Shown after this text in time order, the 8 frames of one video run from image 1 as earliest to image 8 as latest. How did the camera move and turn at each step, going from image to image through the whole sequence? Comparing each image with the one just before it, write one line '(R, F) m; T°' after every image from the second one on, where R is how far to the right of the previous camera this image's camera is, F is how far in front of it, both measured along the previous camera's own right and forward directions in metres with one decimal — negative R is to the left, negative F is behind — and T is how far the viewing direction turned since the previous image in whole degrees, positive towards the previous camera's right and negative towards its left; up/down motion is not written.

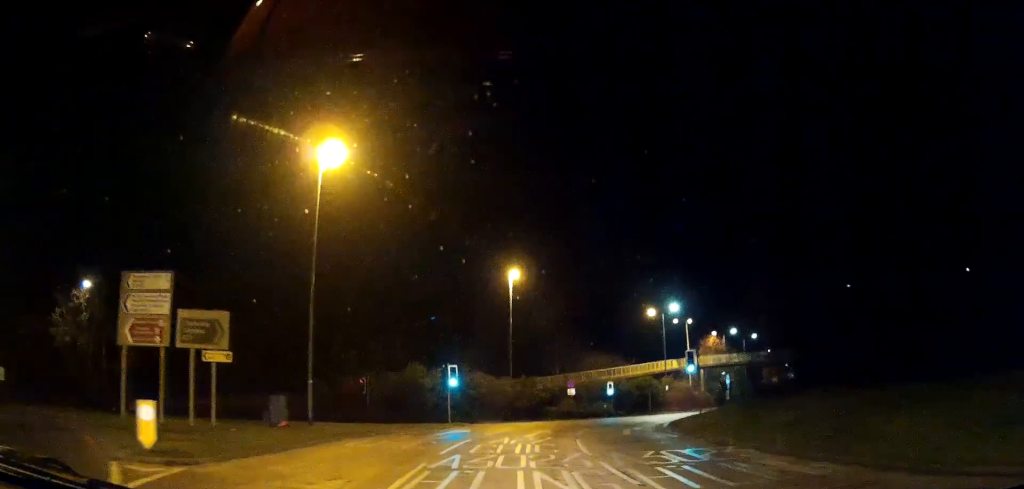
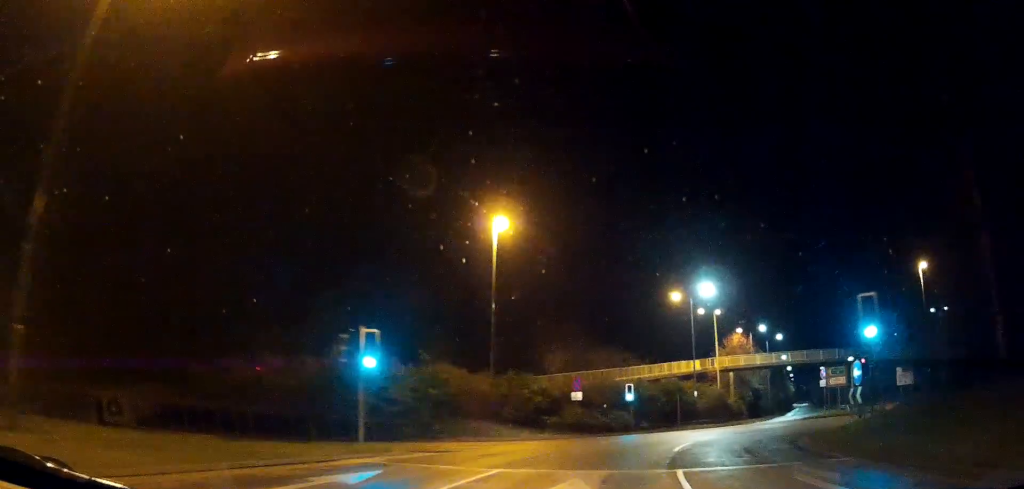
(+0.7, +17.7) m; +2°
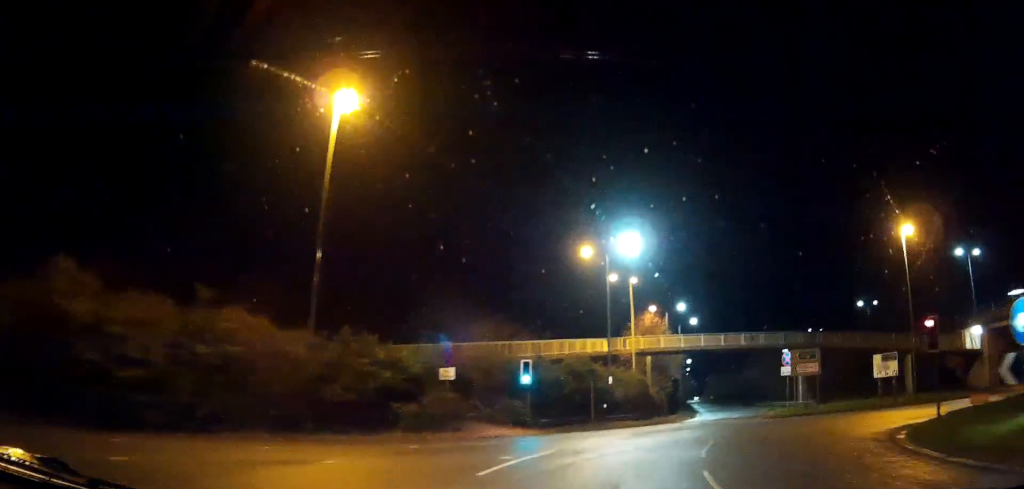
(+0.7, +14.9) m; +9°
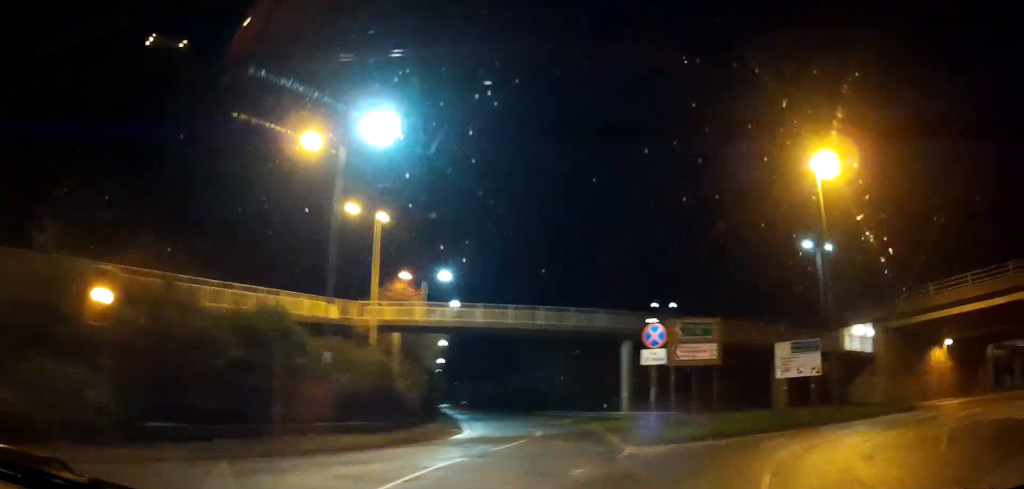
(+3.6, +18.6) m; +25°
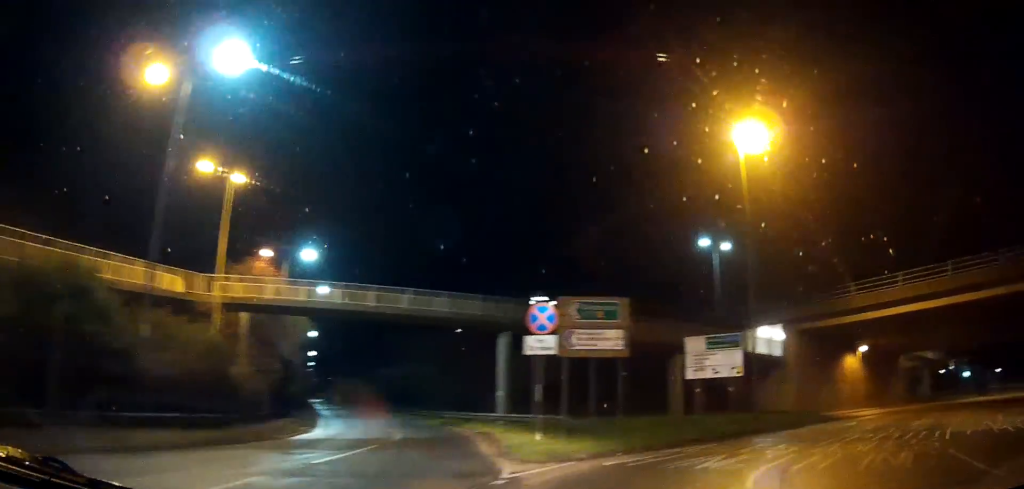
(0.0, +5.1) m; +8°
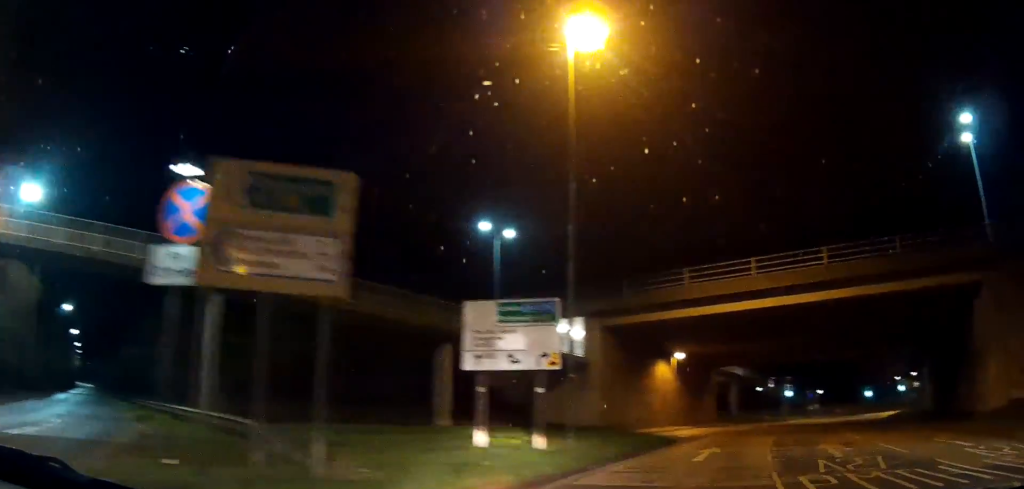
(+1.7, +9.6) m; +19°
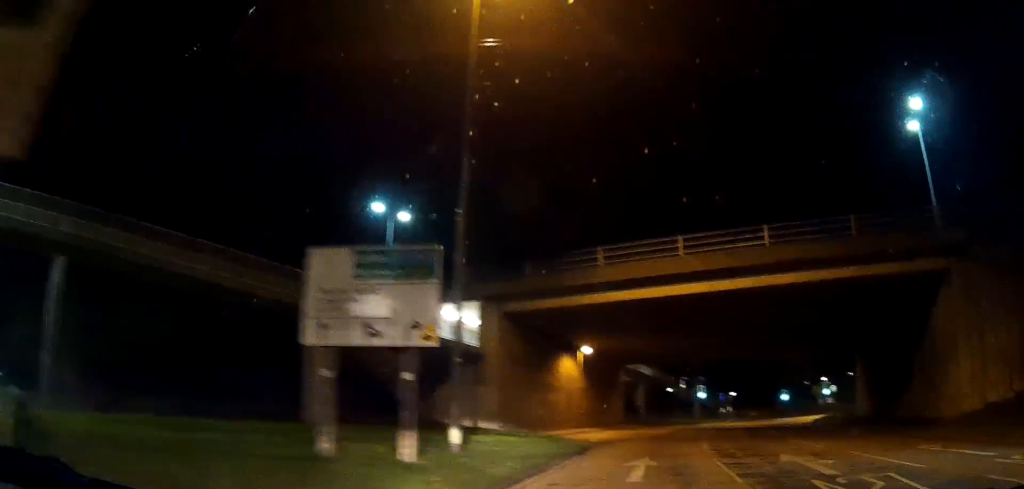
(+0.6, +4.2) m; +7°
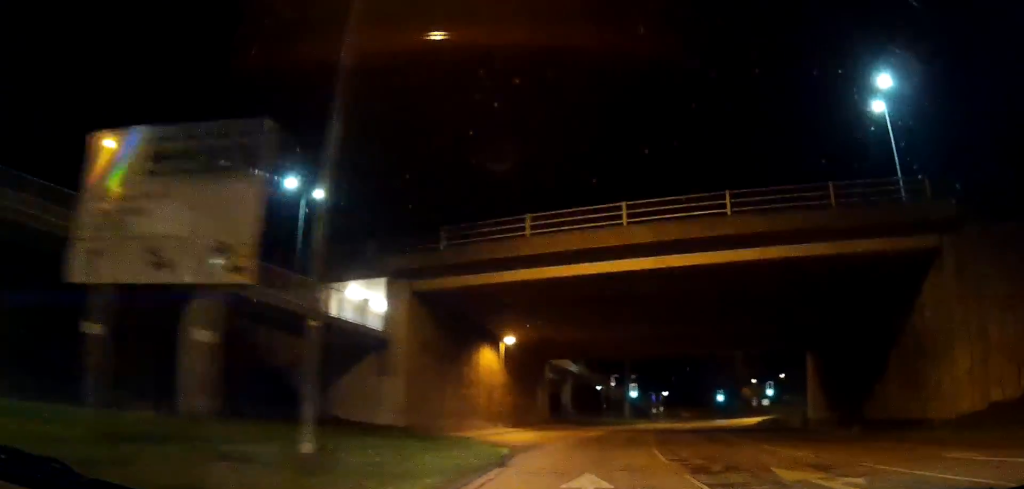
(+0.1, +4.0) m; +6°
